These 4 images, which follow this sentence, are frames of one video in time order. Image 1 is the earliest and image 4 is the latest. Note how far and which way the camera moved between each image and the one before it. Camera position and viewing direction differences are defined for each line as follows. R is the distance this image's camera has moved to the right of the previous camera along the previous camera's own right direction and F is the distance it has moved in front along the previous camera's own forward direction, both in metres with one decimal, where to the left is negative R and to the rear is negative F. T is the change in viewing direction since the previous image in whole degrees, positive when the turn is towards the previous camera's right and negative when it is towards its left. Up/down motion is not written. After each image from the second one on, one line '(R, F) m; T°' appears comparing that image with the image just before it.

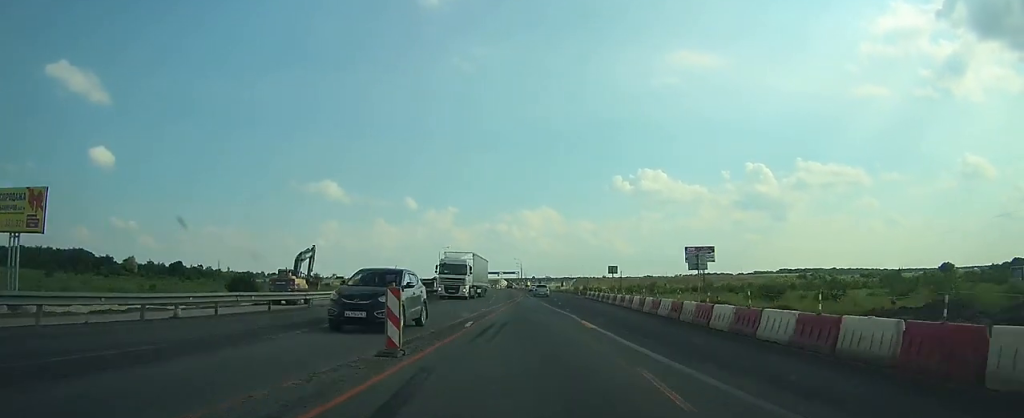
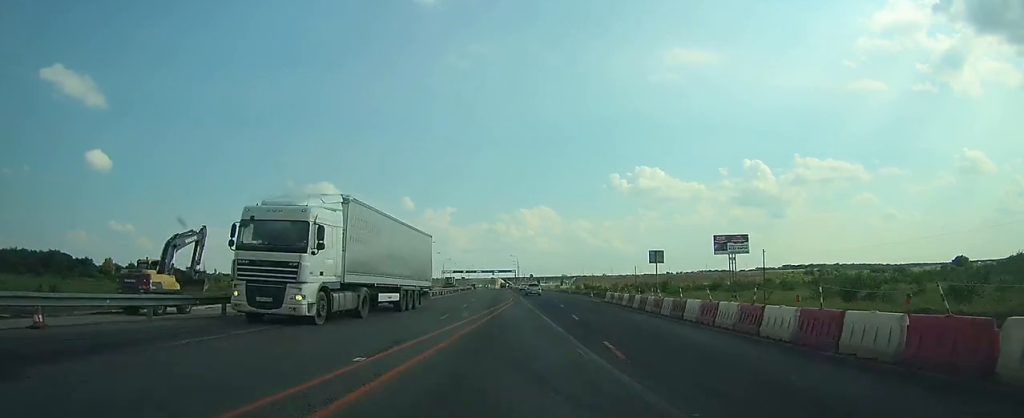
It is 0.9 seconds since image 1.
(+0.1, +20.8) m; 0°
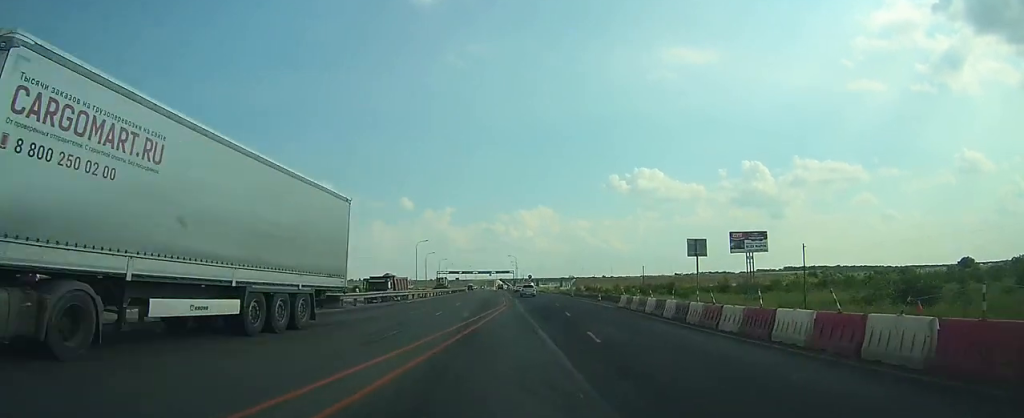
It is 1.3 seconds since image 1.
(0.0, +8.9) m; 0°
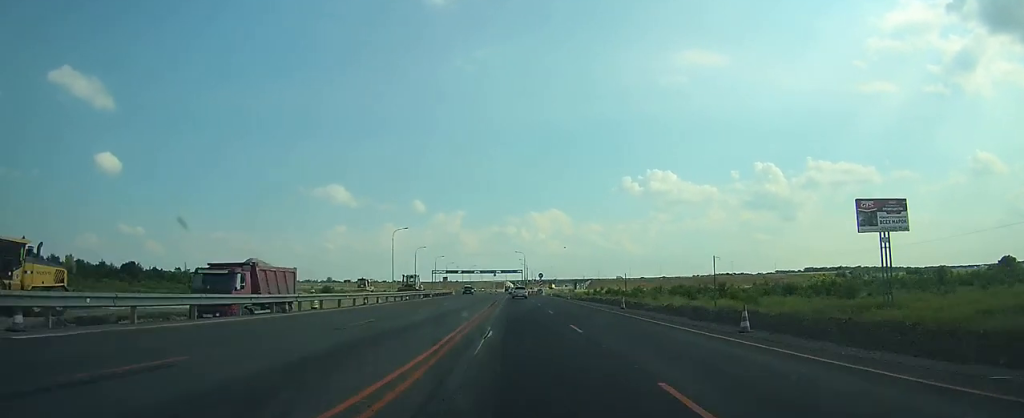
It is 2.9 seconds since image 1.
(-0.2, +34.2) m; -1°
